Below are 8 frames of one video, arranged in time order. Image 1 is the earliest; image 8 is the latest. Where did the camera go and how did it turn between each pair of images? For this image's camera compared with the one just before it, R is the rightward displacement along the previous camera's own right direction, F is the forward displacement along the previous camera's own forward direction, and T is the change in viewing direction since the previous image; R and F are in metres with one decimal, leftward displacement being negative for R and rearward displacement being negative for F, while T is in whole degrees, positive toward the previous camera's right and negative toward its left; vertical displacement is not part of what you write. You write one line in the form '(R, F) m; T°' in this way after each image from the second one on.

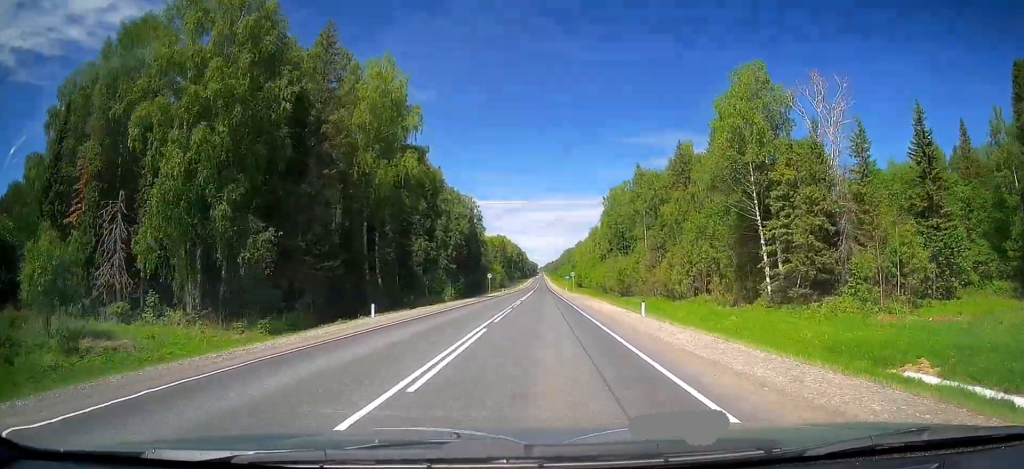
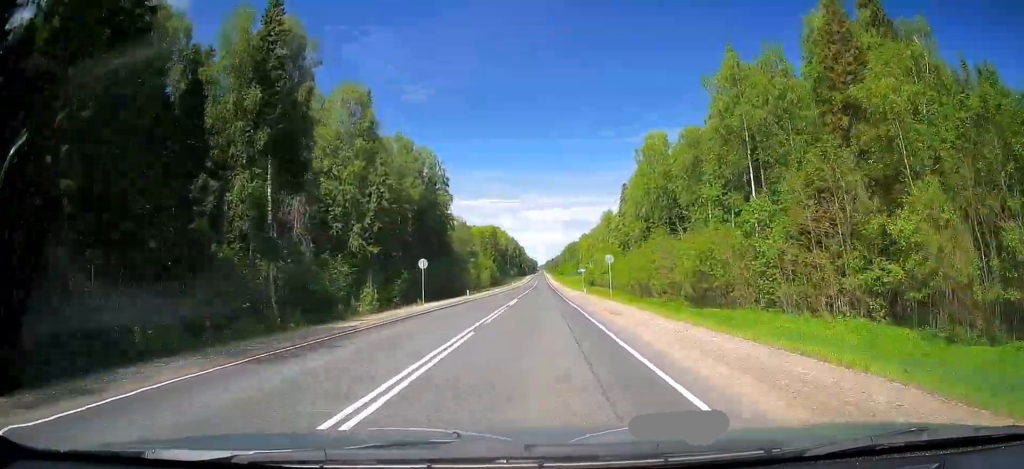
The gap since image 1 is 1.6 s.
(-0.3, +49.6) m; -1°
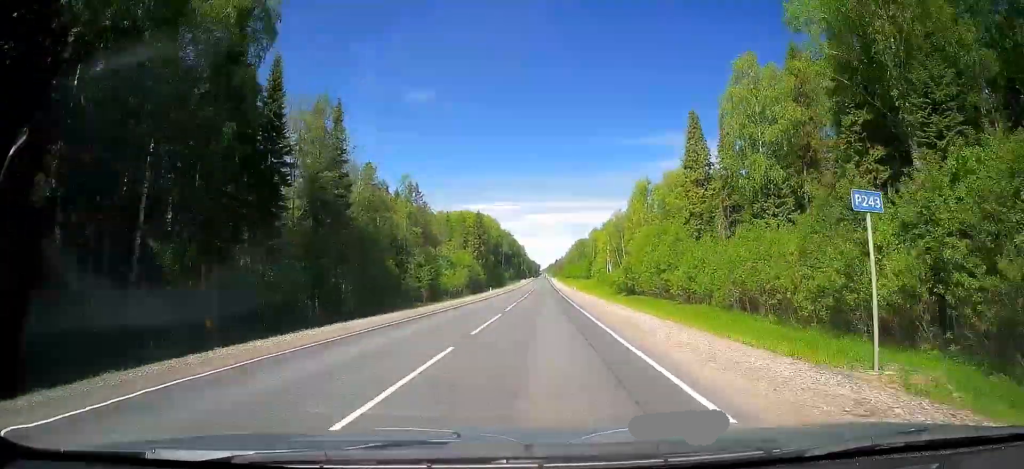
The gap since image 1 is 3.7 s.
(-0.1, +64.1) m; -1°
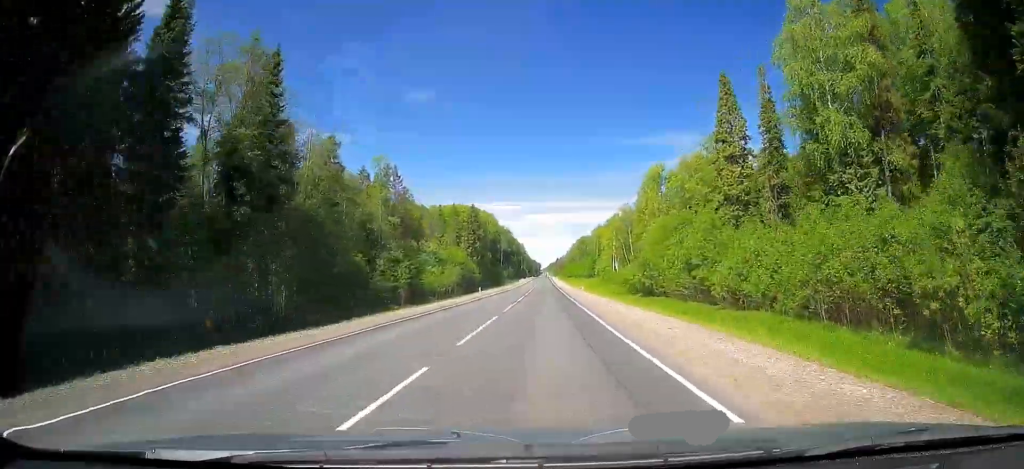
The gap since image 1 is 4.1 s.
(-0.1, +14.5) m; 0°
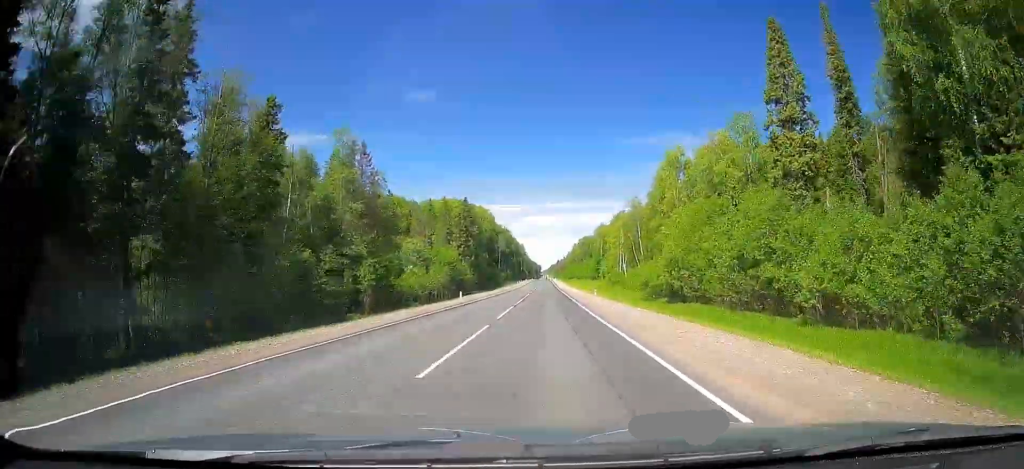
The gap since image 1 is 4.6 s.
(-0.2, +15.6) m; 0°
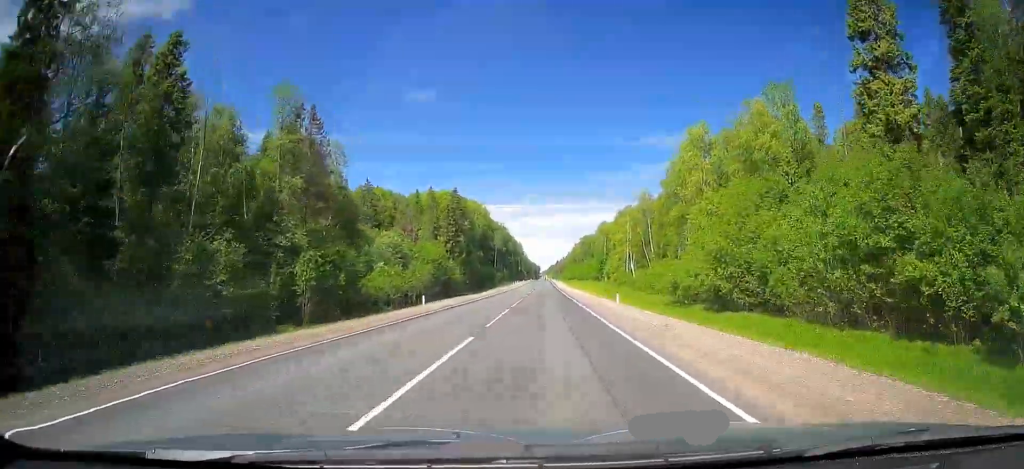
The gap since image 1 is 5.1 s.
(+0.2, +15.6) m; 0°
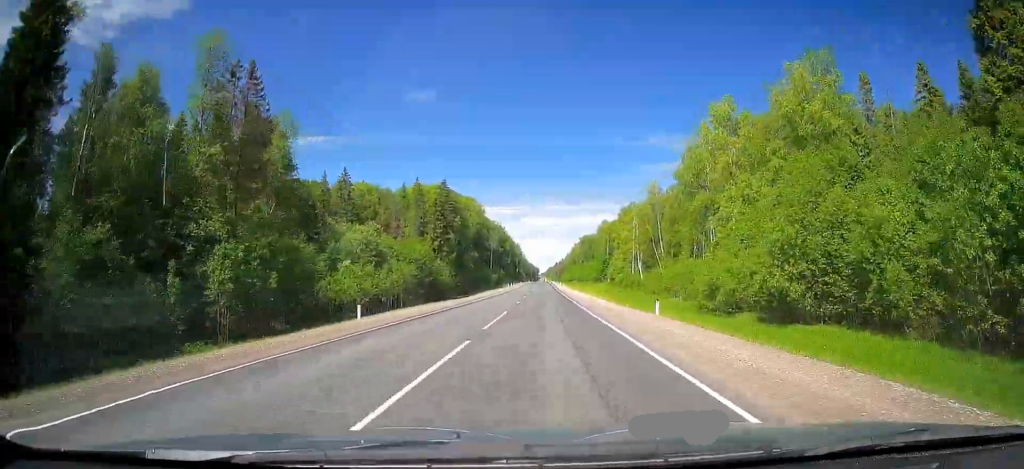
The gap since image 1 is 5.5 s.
(+0.1, +12.5) m; 0°
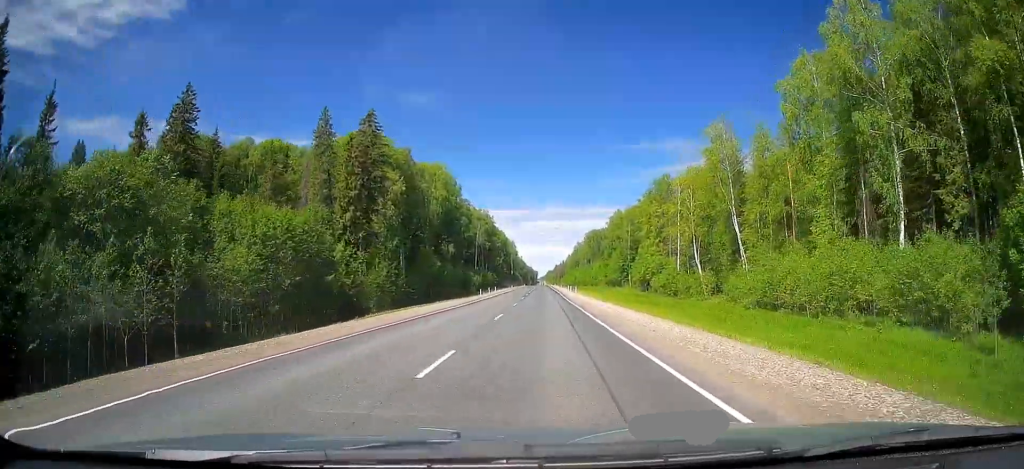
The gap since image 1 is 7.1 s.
(0.0, +49.0) m; 0°
